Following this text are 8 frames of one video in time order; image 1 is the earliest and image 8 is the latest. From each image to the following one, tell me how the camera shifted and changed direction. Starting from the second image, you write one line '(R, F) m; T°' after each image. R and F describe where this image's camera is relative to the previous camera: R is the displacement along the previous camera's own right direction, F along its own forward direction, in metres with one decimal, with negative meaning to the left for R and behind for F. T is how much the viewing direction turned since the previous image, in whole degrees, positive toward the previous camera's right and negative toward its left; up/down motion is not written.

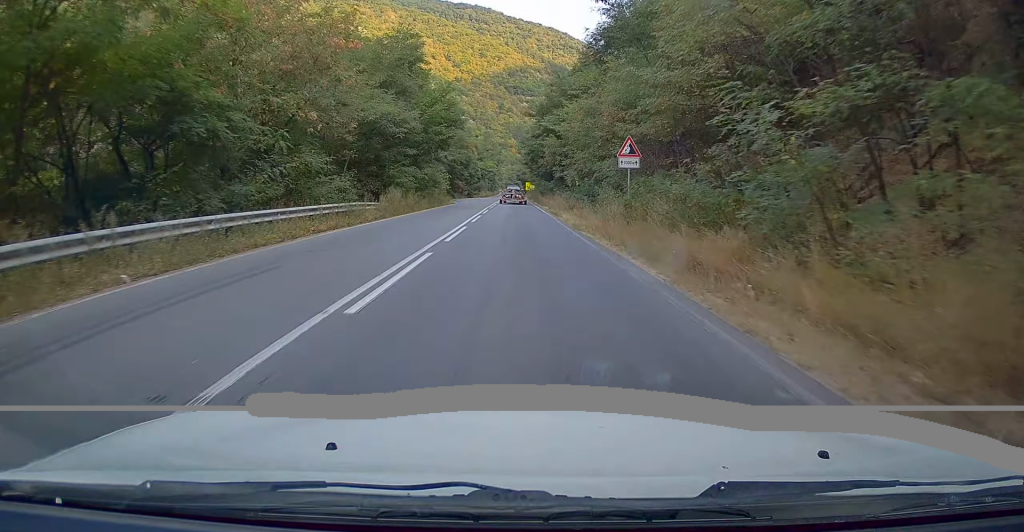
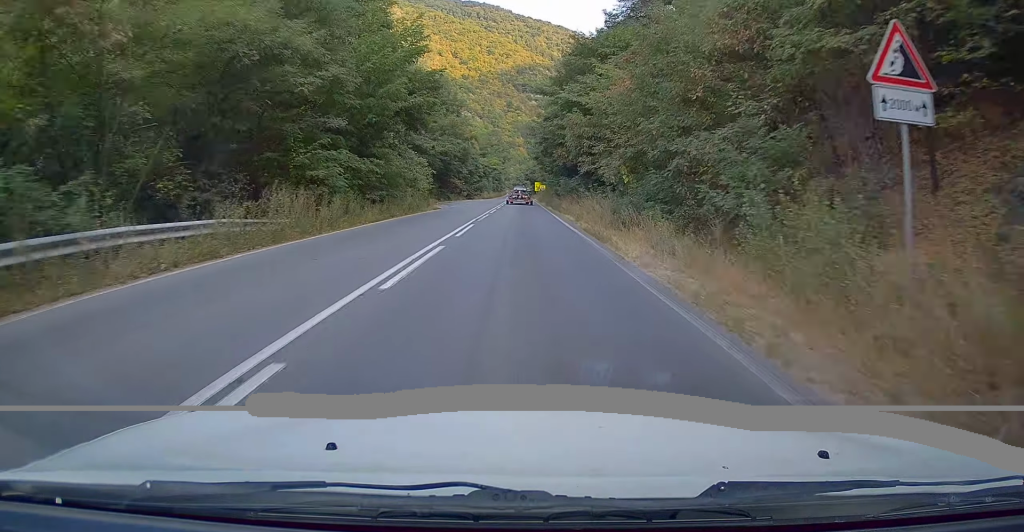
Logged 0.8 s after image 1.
(+0.1, +16.5) m; -1°
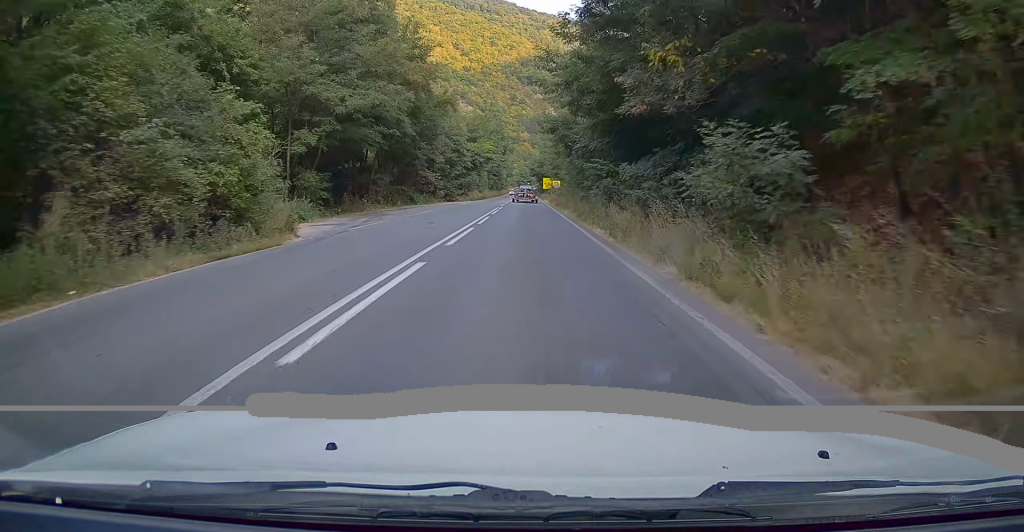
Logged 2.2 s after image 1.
(-0.6, +30.2) m; -1°
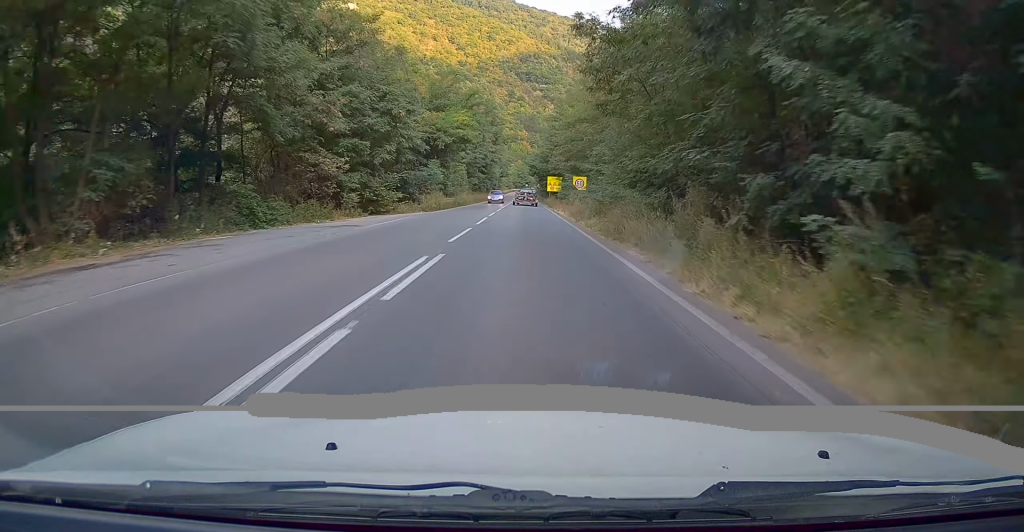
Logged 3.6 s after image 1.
(0.0, +31.7) m; 0°
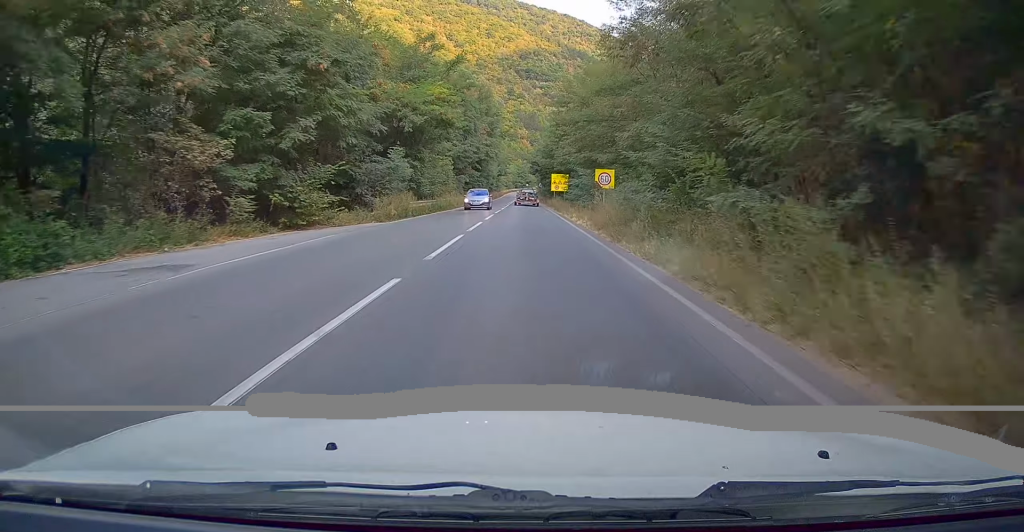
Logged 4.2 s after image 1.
(0.0, +12.3) m; +1°
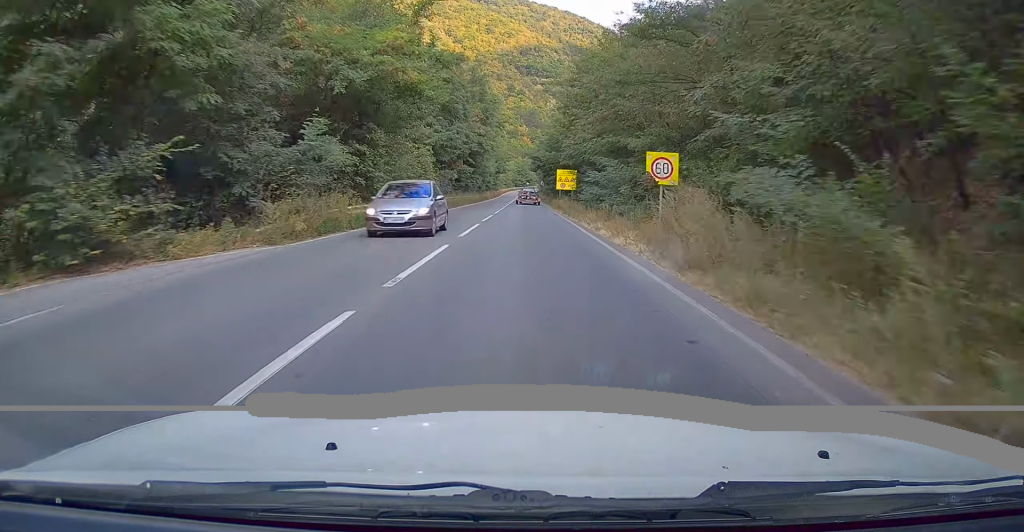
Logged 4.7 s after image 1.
(-0.1, +11.6) m; +1°
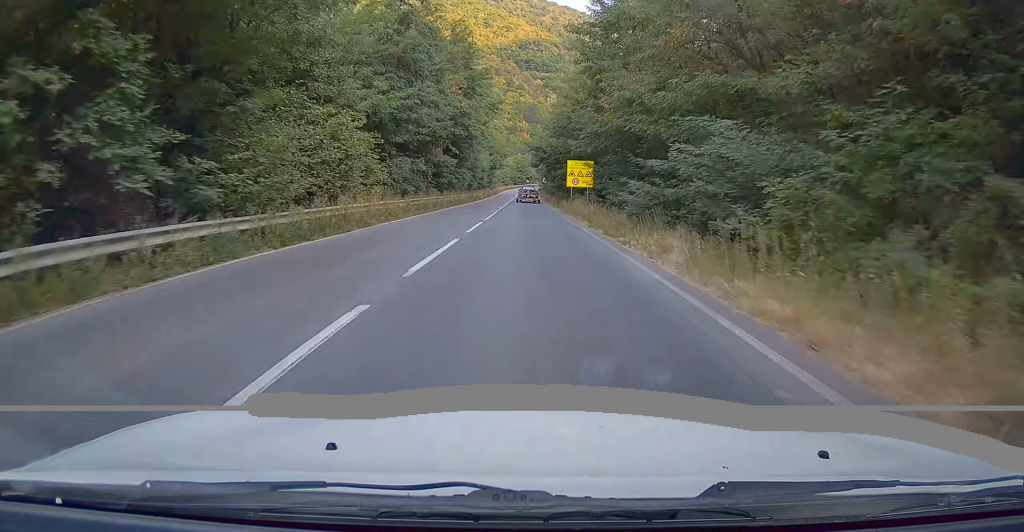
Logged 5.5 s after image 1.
(+0.4, +16.6) m; +1°
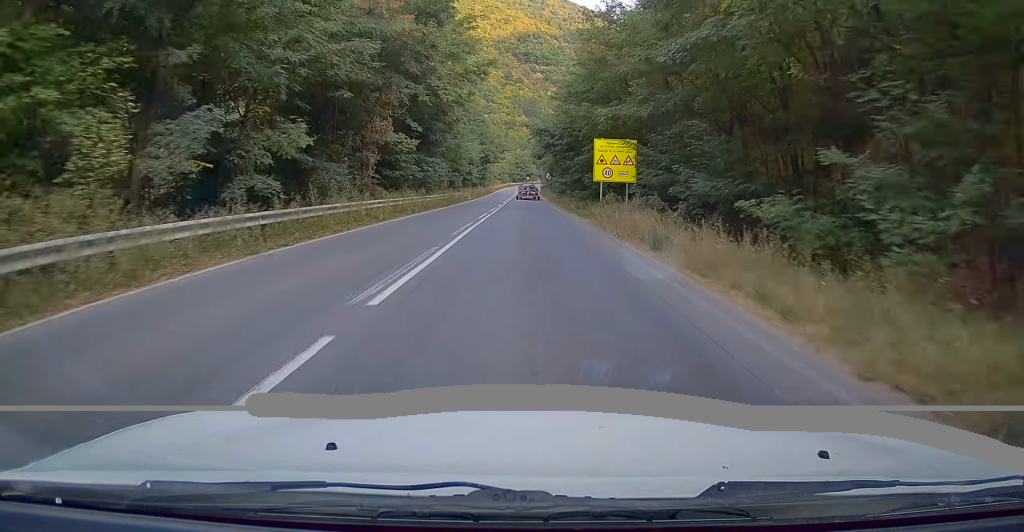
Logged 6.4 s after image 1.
(-0.1, +19.4) m; 0°
